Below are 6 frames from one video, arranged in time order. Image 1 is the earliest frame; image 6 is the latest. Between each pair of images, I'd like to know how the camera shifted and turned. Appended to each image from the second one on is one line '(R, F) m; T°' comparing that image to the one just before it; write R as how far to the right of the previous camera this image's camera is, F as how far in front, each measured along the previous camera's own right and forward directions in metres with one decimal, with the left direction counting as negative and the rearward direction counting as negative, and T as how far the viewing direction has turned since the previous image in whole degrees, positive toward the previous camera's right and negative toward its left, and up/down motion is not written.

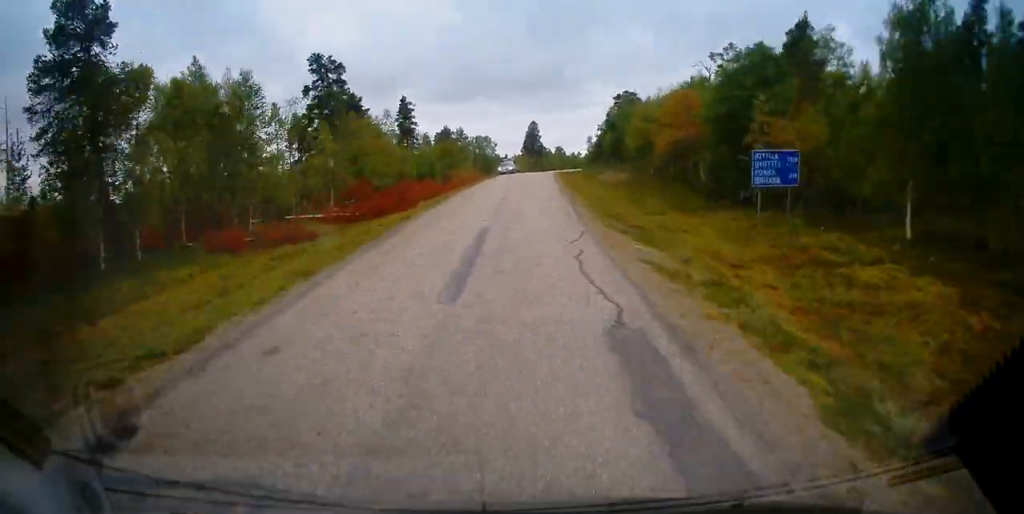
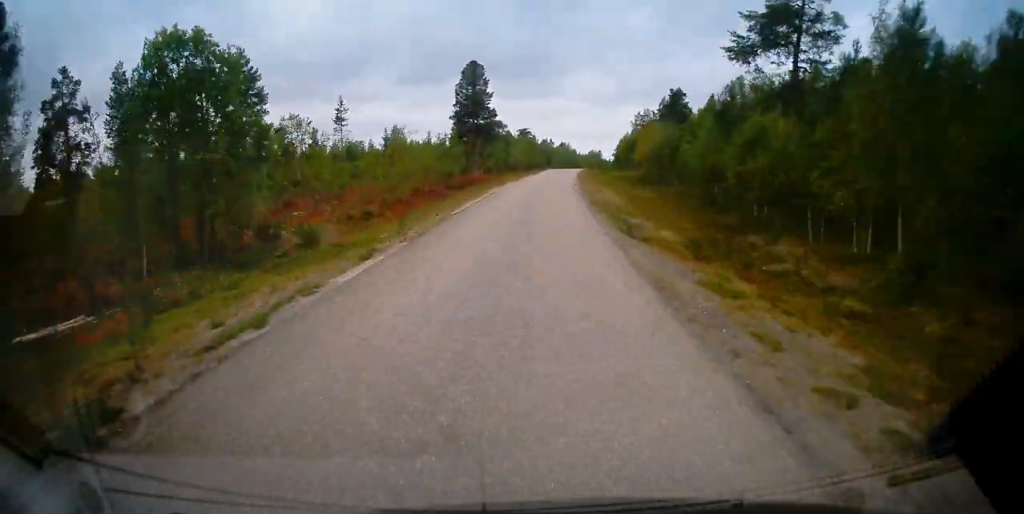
(+3.2, +119.5) m; +5°
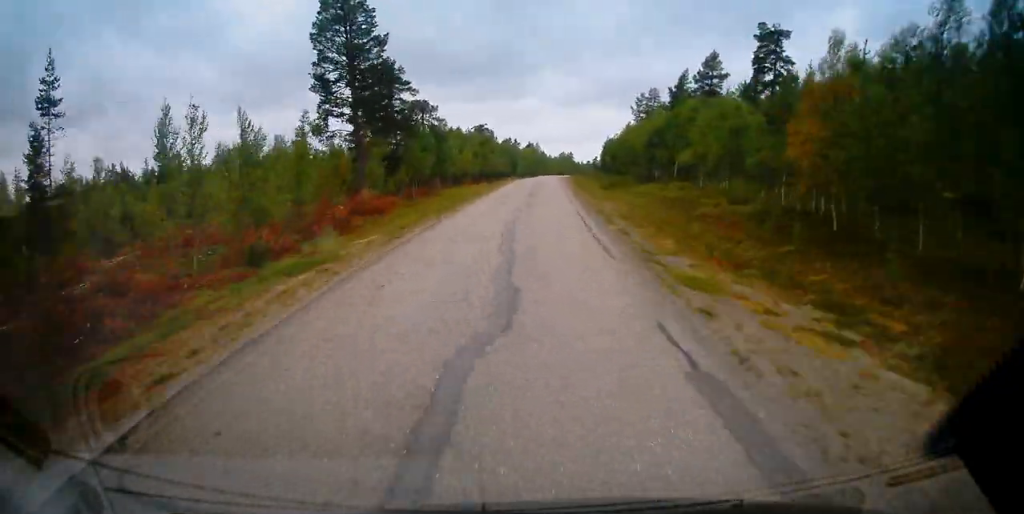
(+1.3, +46.4) m; +3°
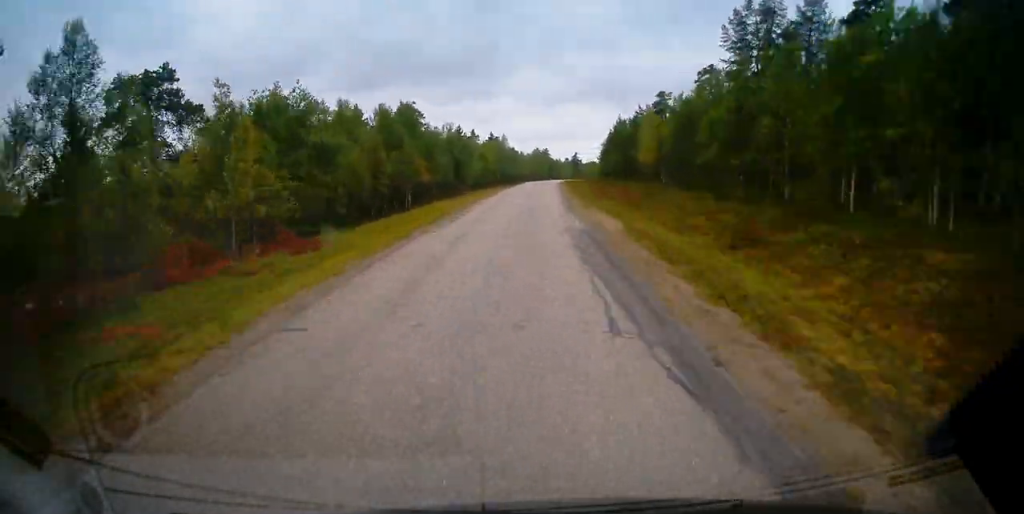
(+1.3, +61.6) m; +2°
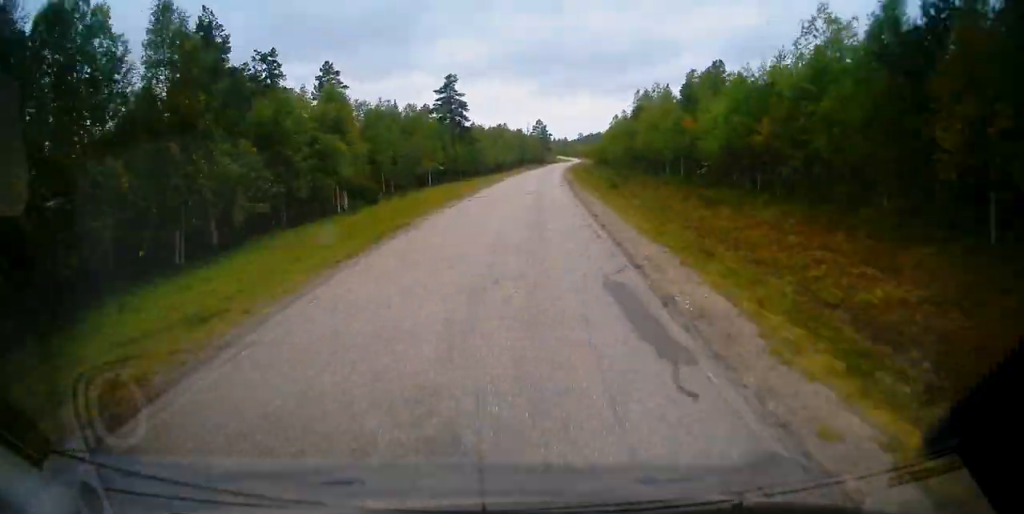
(+18.9, +232.9) m; +9°
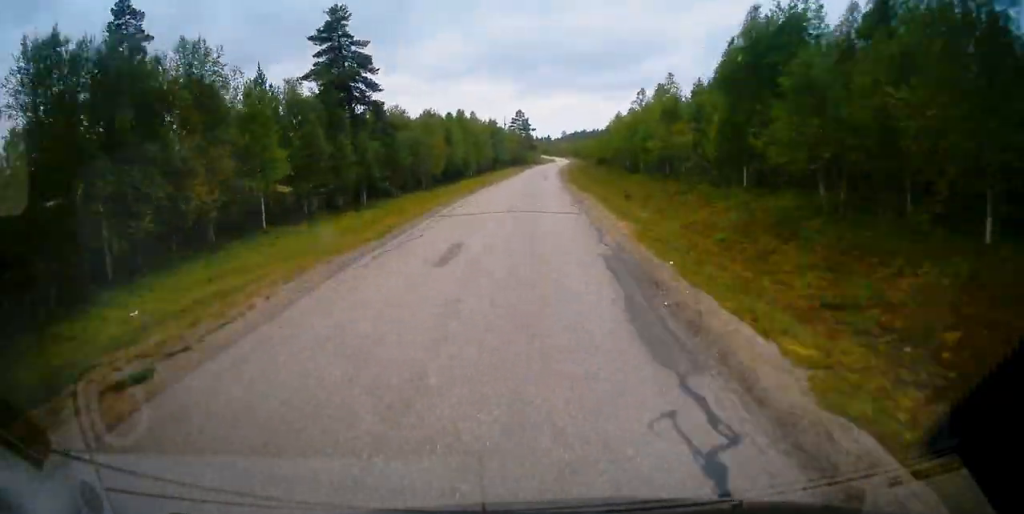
(+0.2, +40.5) m; +2°
